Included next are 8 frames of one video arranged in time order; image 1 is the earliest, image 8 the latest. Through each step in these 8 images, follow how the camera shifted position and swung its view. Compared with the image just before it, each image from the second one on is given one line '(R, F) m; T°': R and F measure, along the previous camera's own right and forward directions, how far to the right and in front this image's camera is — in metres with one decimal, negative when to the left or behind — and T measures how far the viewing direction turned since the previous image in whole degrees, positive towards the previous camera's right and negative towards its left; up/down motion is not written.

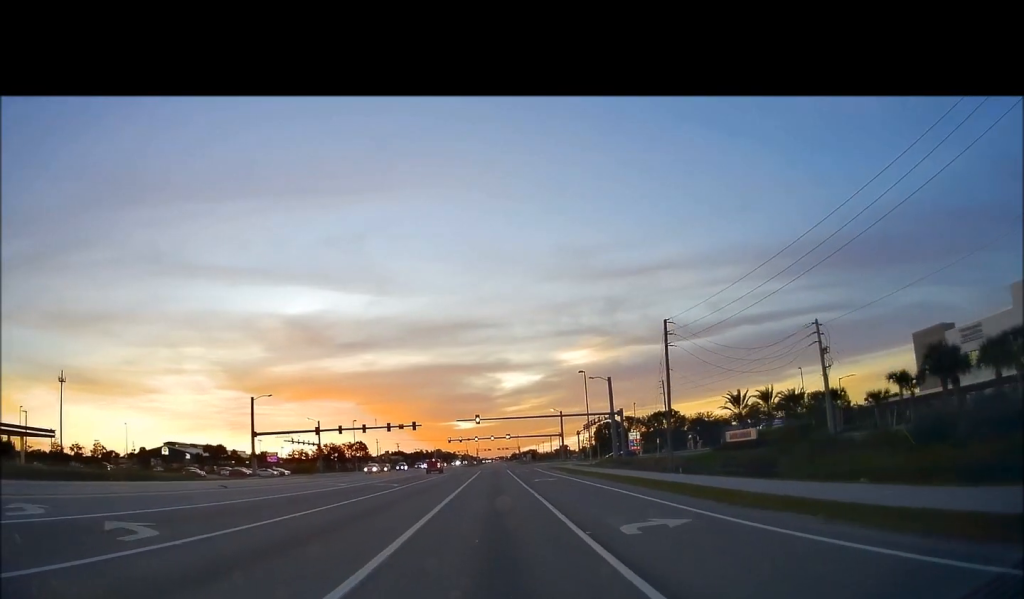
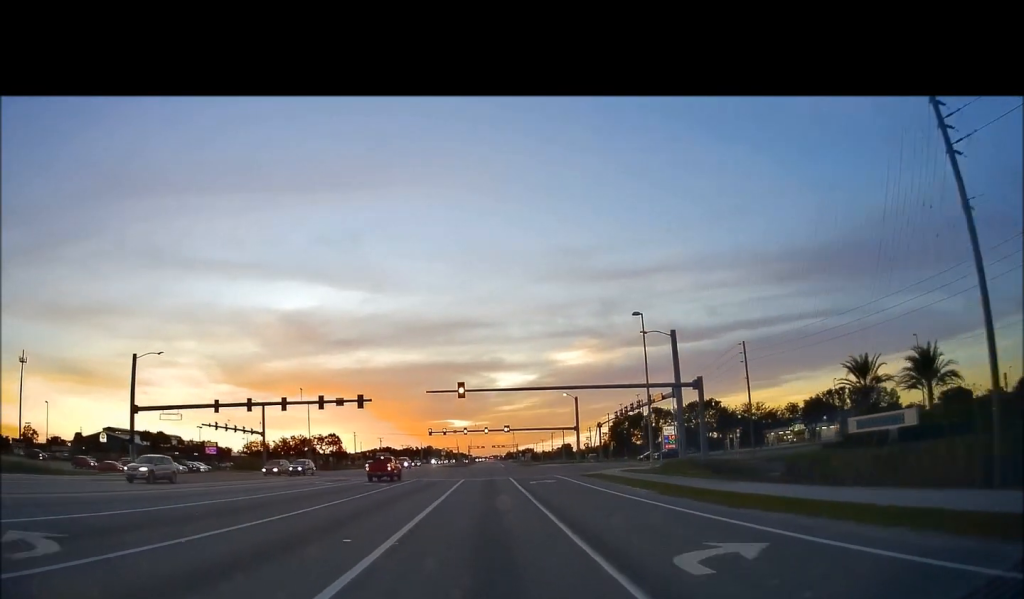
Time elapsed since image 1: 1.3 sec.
(+0.4, +32.6) m; +2°
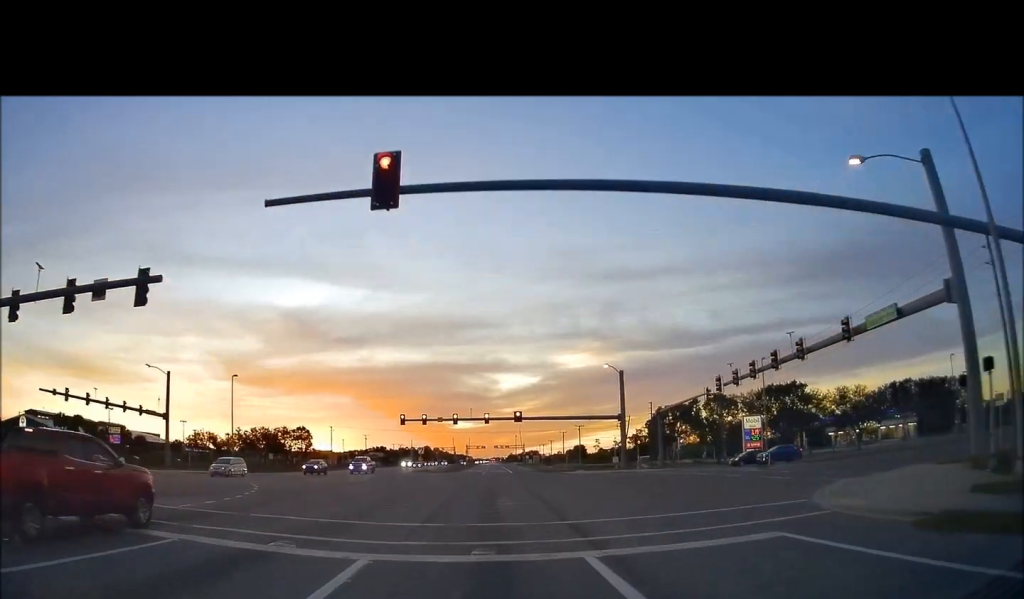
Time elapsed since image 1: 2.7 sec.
(+0.5, +35.5) m; +1°
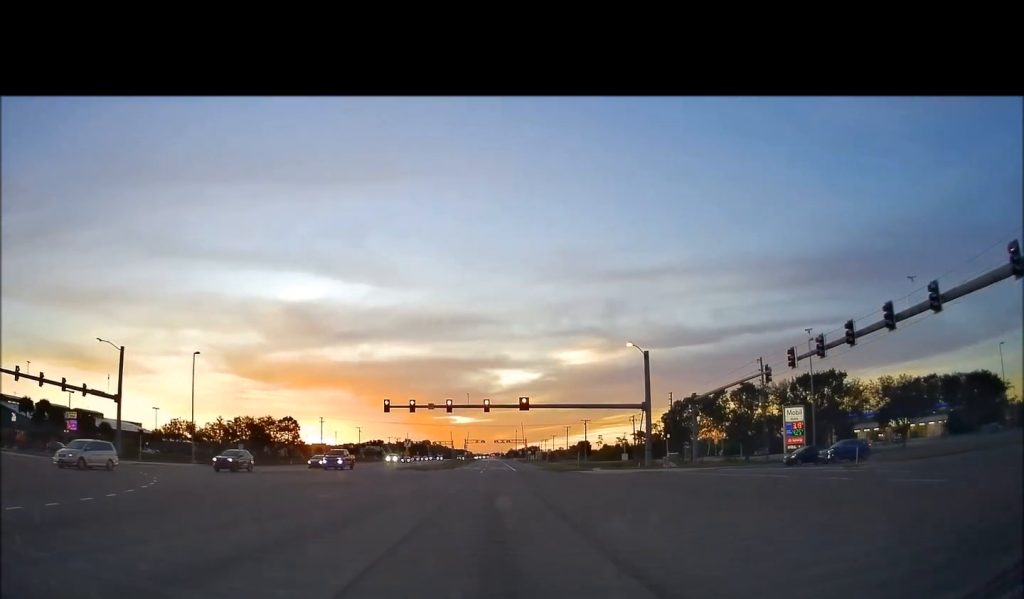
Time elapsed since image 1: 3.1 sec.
(0.0, +11.4) m; 0°
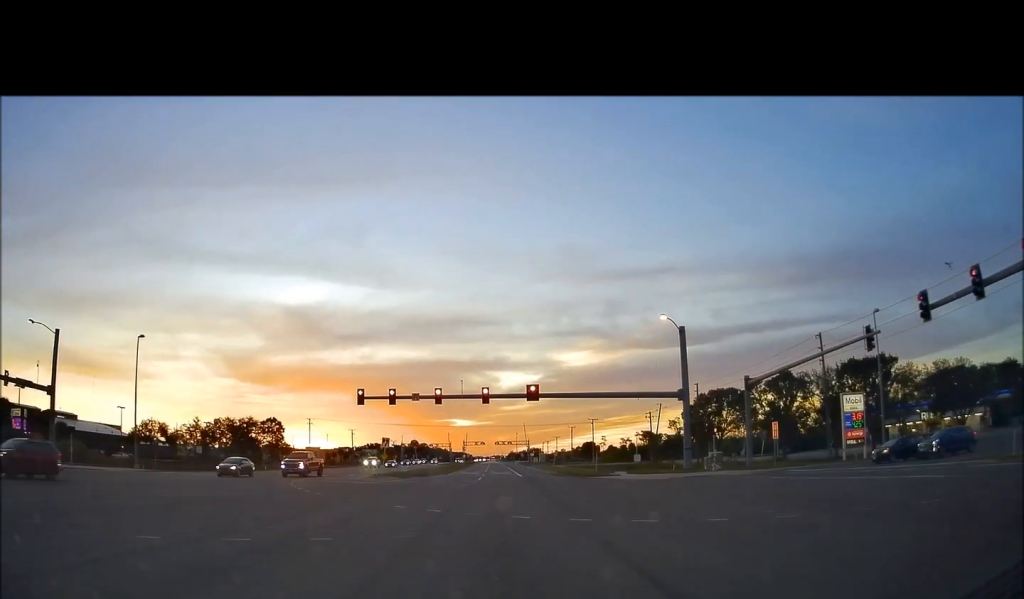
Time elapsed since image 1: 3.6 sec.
(0.0, +12.4) m; 0°
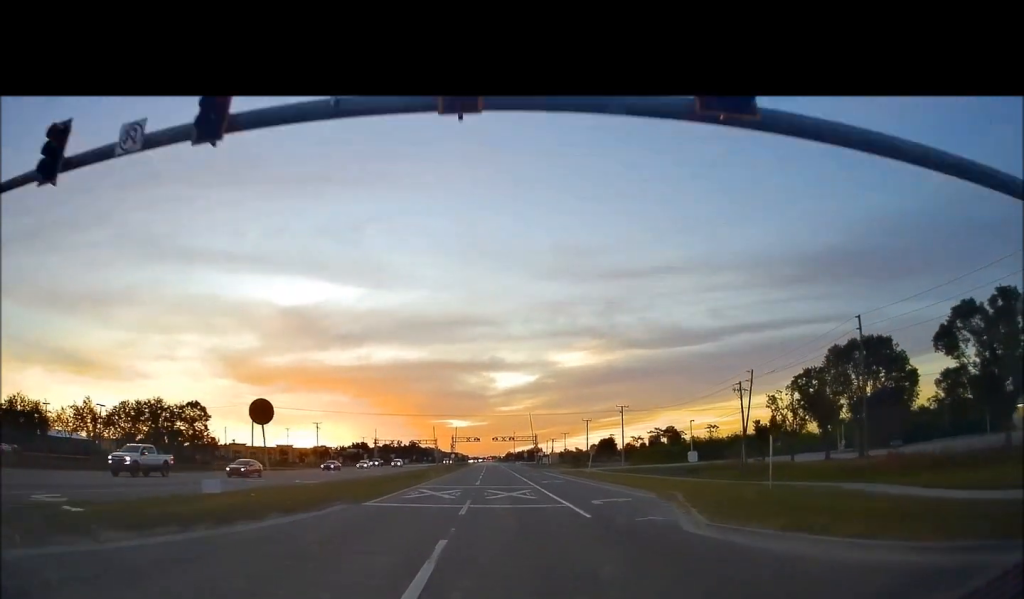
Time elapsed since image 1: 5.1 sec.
(0.0, +40.3) m; 0°
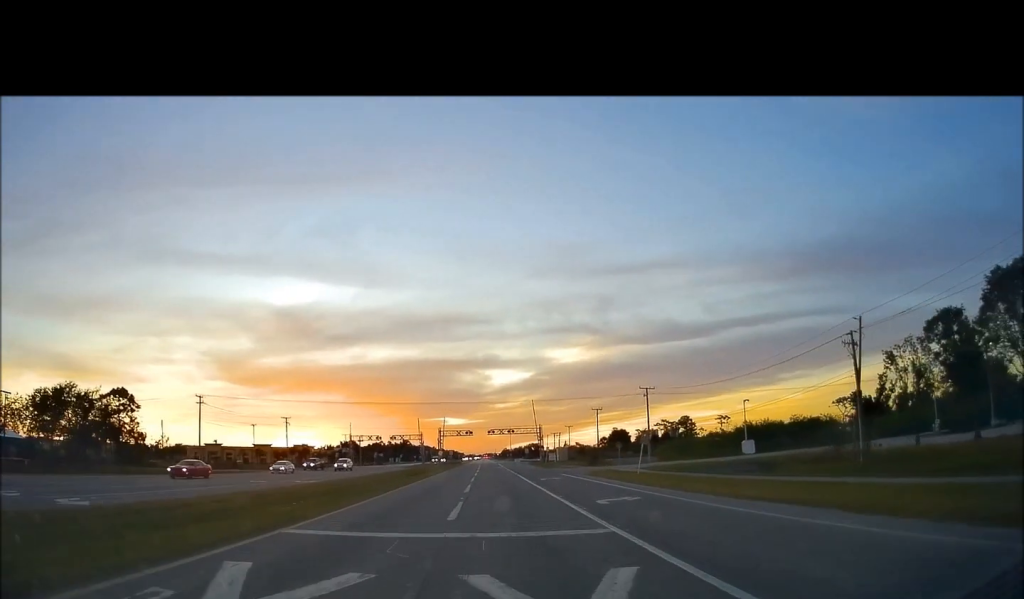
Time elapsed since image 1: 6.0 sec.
(0.0, +23.2) m; 0°
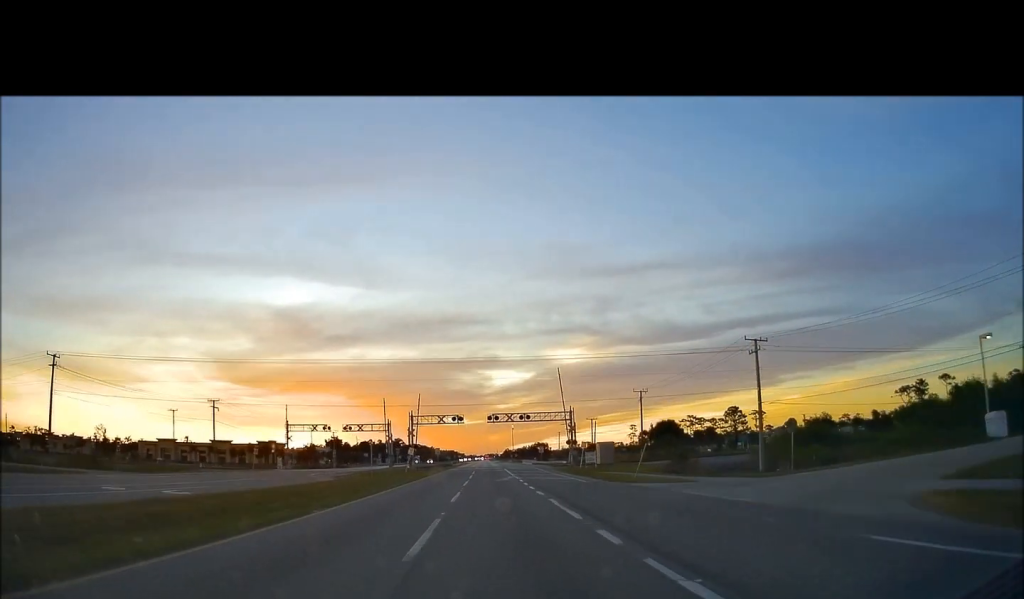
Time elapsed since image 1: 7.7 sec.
(-0.8, +42.4) m; -1°
